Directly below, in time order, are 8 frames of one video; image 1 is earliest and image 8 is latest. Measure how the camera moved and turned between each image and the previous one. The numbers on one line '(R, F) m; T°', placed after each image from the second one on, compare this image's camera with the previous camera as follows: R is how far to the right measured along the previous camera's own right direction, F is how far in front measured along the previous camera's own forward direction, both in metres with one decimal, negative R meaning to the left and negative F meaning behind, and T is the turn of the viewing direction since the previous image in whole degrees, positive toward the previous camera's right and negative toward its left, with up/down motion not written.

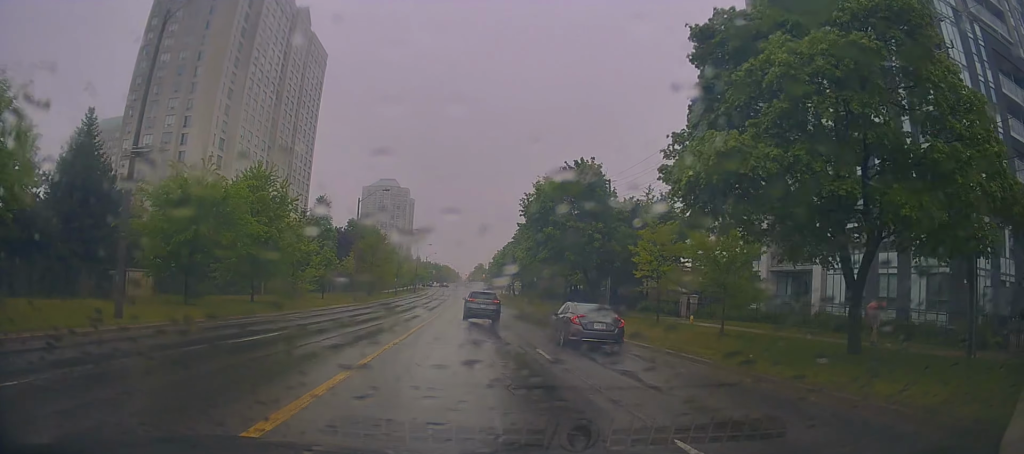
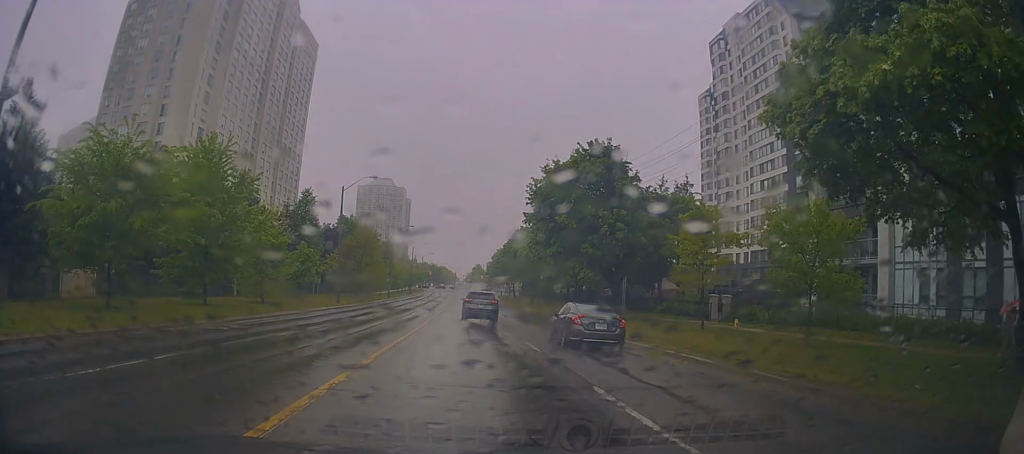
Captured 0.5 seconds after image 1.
(+0.1, +6.8) m; +1°
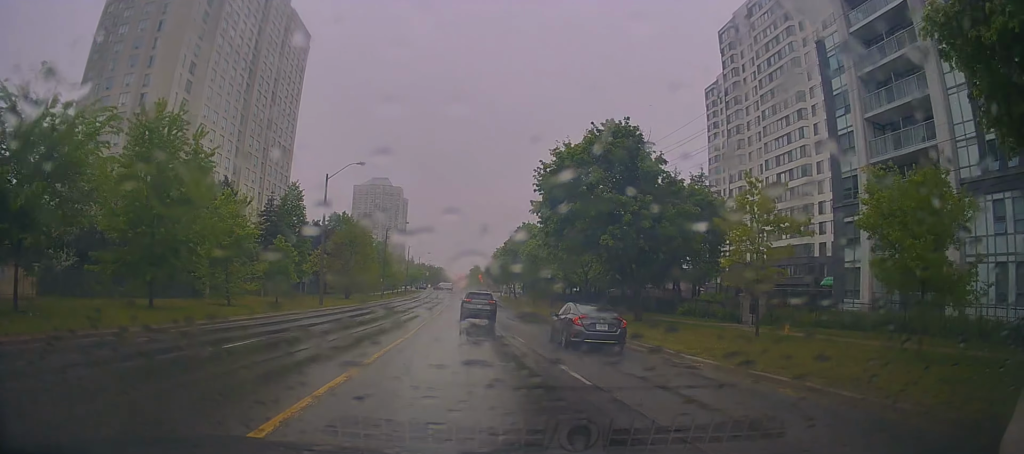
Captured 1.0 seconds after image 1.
(0.0, +5.6) m; -1°
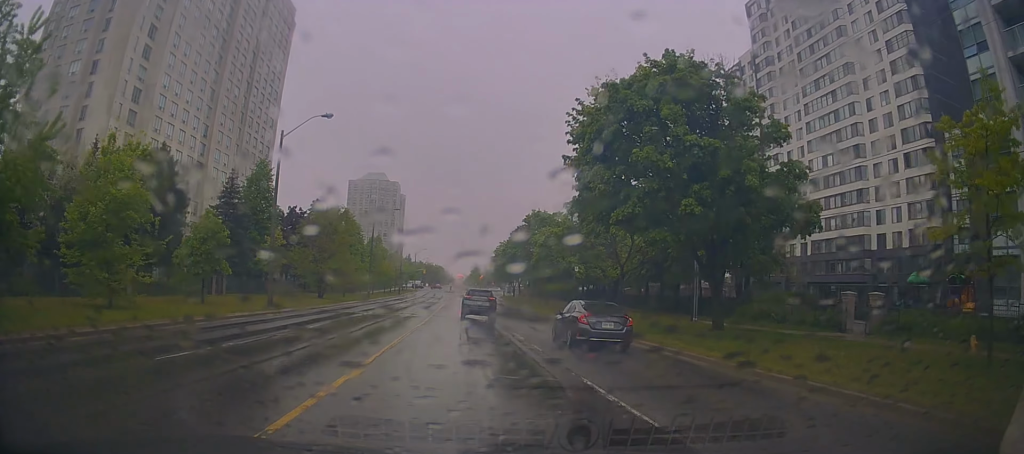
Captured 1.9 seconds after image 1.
(-0.1, +12.1) m; -2°
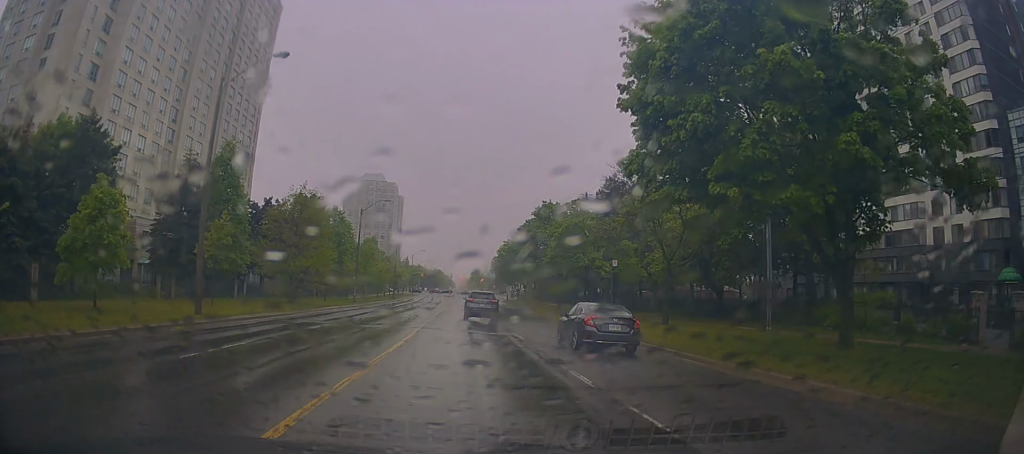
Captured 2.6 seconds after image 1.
(-0.4, +9.3) m; 0°
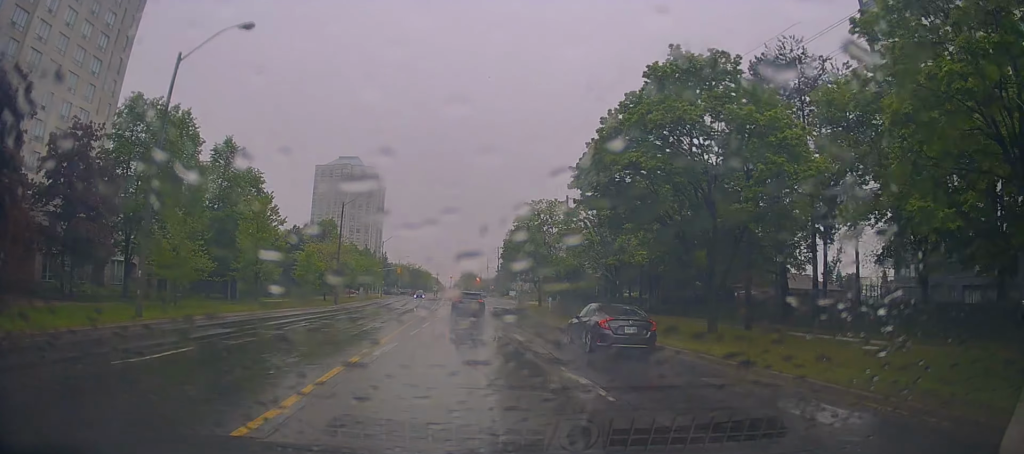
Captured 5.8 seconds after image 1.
(+2.1, +42.5) m; 0°
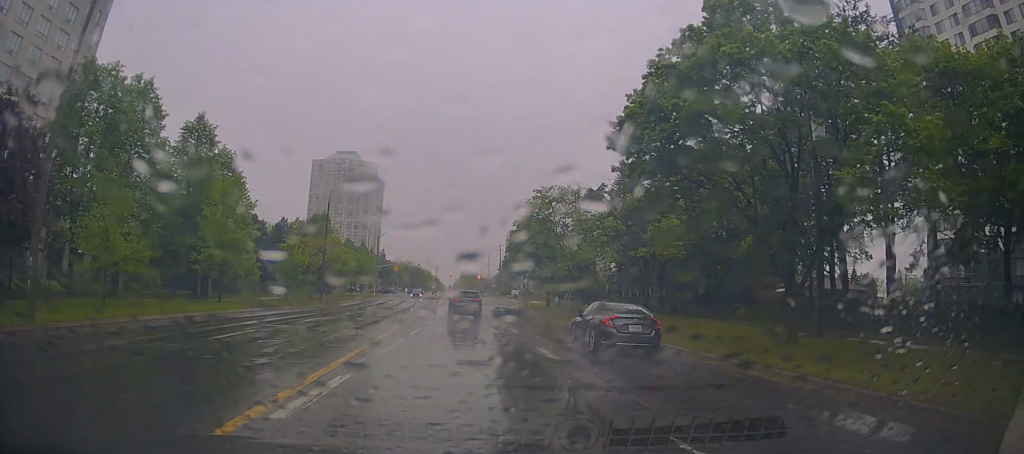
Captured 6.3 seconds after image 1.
(-0.3, +6.5) m; 0°
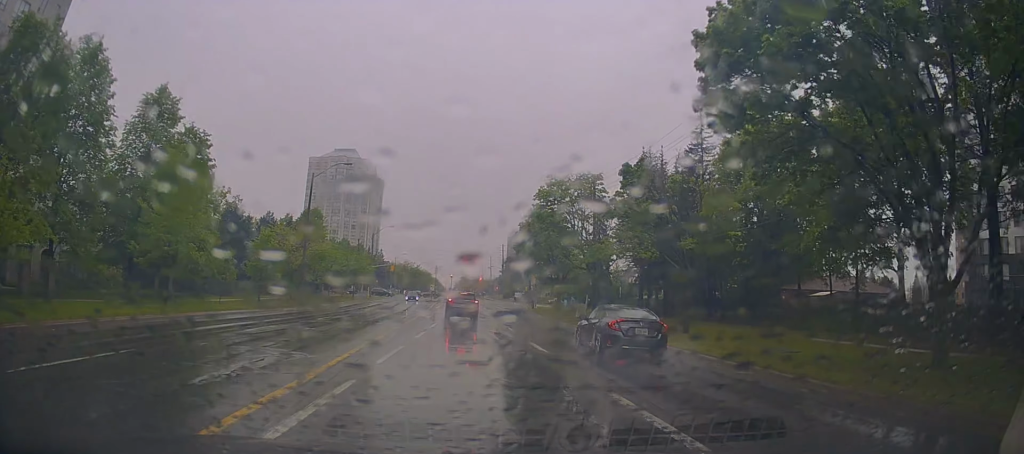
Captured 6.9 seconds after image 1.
(0.0, +7.2) m; +1°
